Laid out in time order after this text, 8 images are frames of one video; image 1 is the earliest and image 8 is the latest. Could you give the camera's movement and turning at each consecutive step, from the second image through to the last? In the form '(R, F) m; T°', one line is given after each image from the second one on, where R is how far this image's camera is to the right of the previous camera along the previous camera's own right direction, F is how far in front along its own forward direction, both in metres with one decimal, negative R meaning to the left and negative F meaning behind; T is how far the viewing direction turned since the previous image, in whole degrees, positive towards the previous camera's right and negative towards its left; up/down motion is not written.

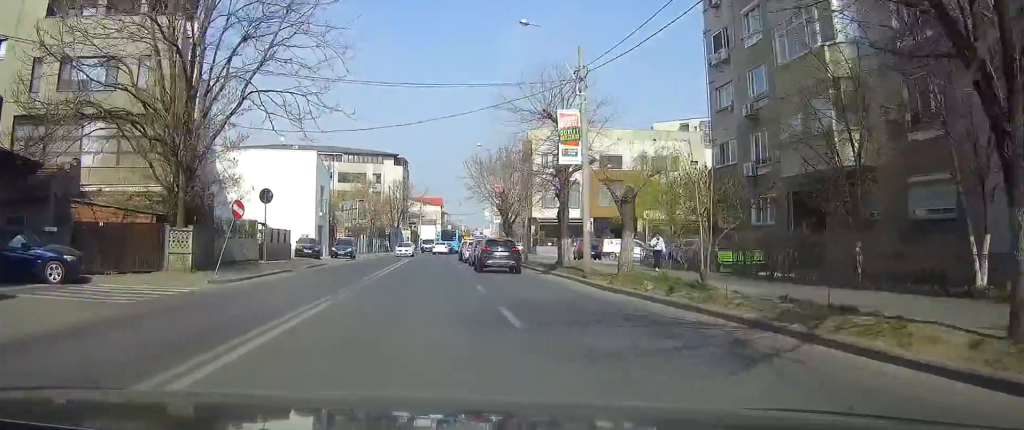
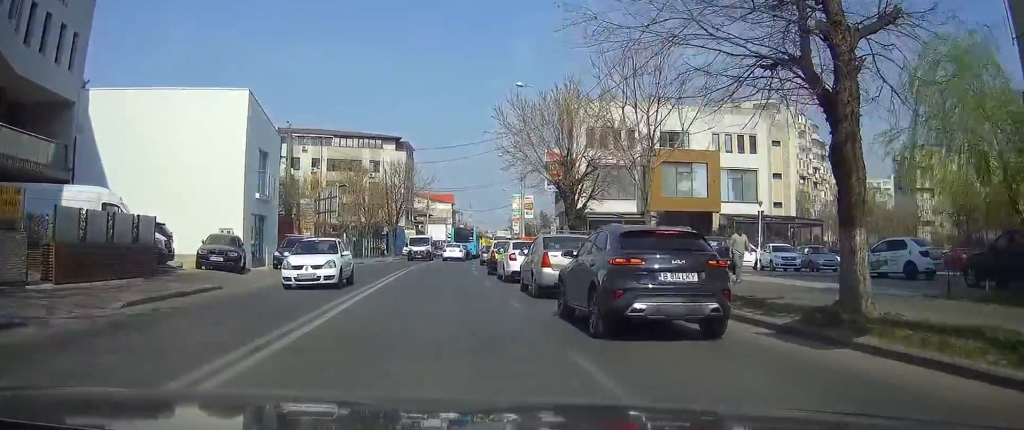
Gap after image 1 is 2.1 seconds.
(-0.4, +22.1) m; -1°
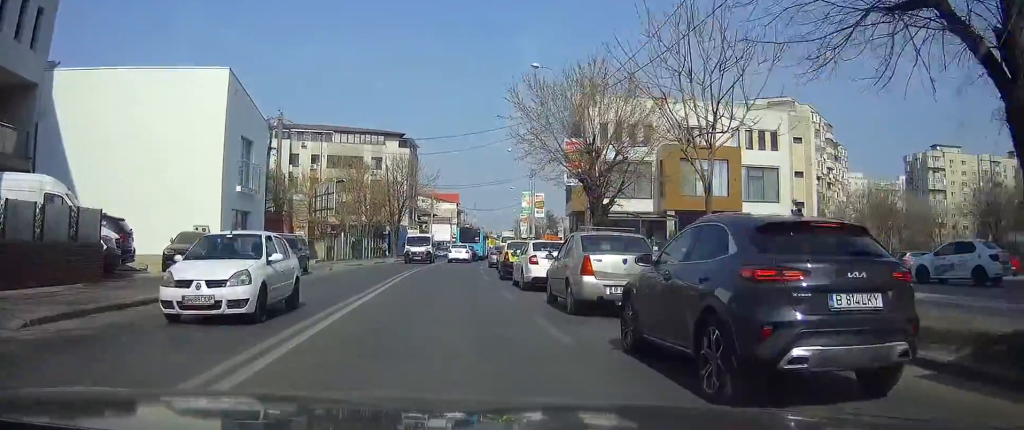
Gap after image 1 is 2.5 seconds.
(+0.1, +3.8) m; +1°
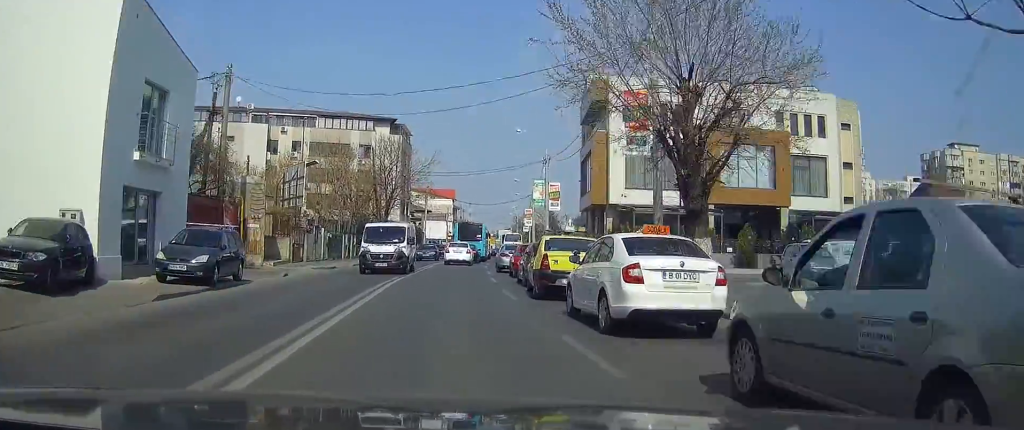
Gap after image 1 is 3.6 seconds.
(+0.4, +10.0) m; +3°
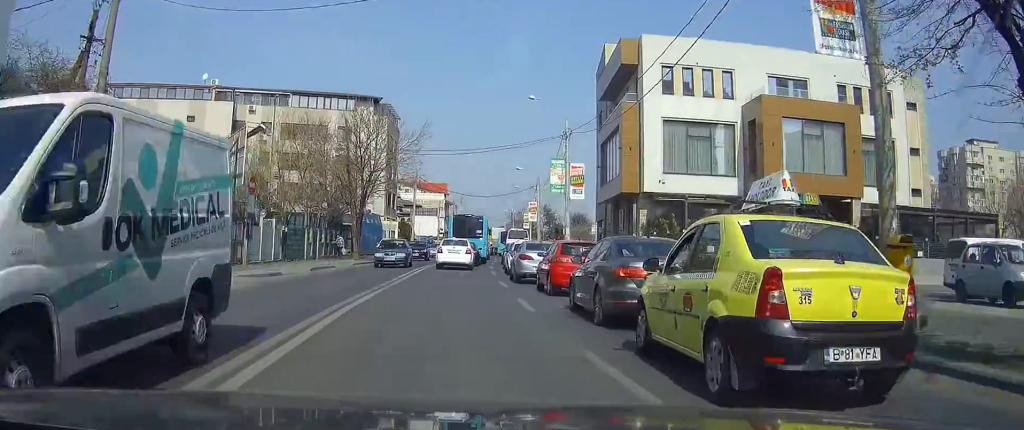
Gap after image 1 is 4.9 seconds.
(0.0, +11.3) m; 0°
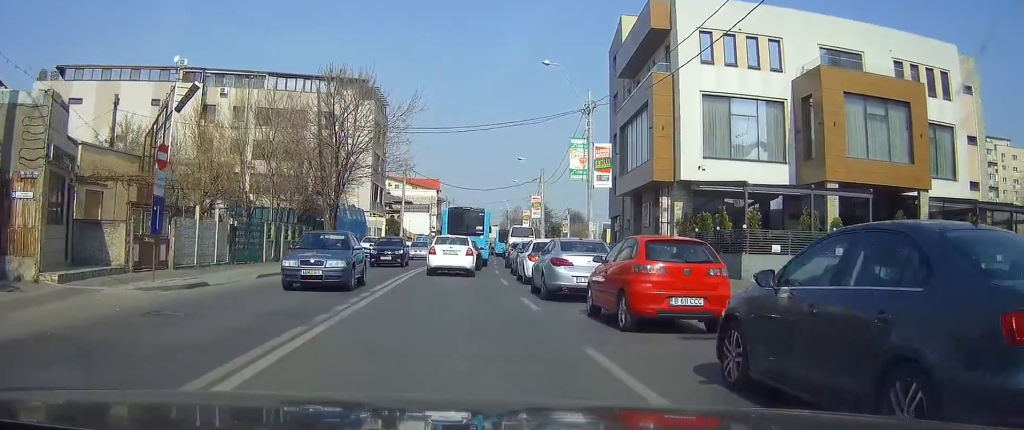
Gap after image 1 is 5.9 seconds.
(0.0, +7.5) m; +2°
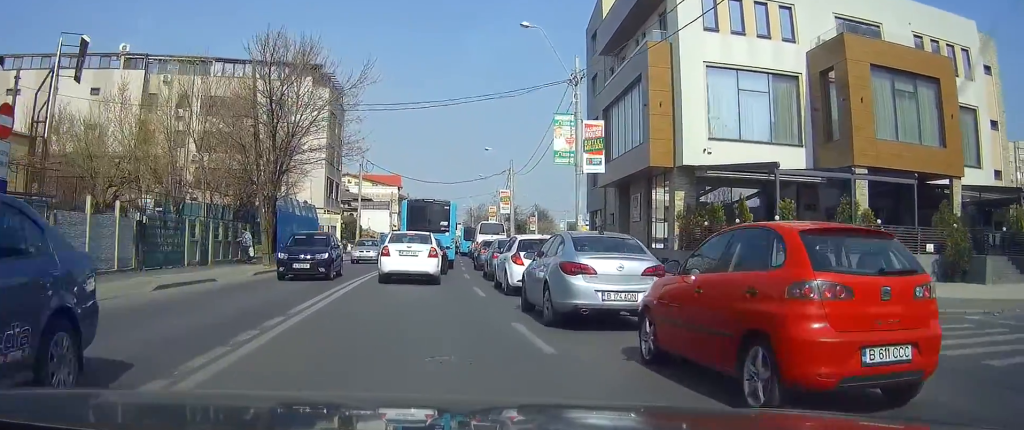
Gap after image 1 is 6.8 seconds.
(+0.1, +5.2) m; 0°
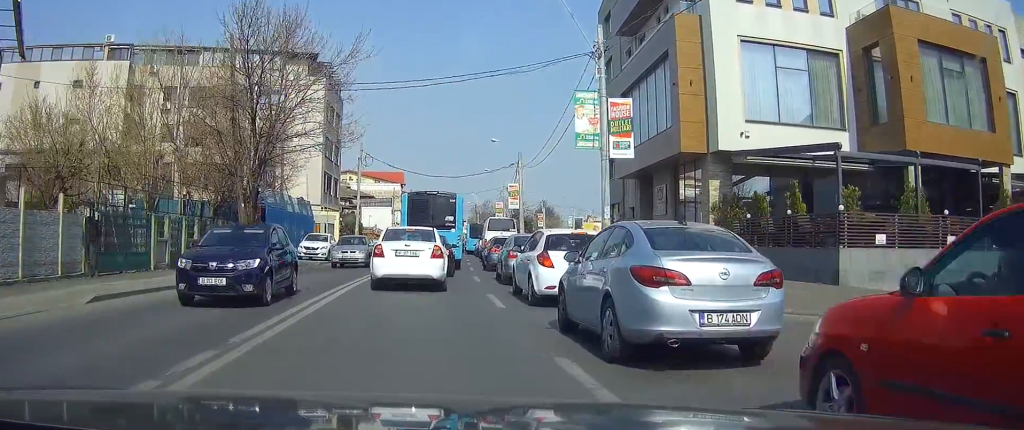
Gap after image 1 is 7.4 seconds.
(0.0, +3.3) m; -1°
